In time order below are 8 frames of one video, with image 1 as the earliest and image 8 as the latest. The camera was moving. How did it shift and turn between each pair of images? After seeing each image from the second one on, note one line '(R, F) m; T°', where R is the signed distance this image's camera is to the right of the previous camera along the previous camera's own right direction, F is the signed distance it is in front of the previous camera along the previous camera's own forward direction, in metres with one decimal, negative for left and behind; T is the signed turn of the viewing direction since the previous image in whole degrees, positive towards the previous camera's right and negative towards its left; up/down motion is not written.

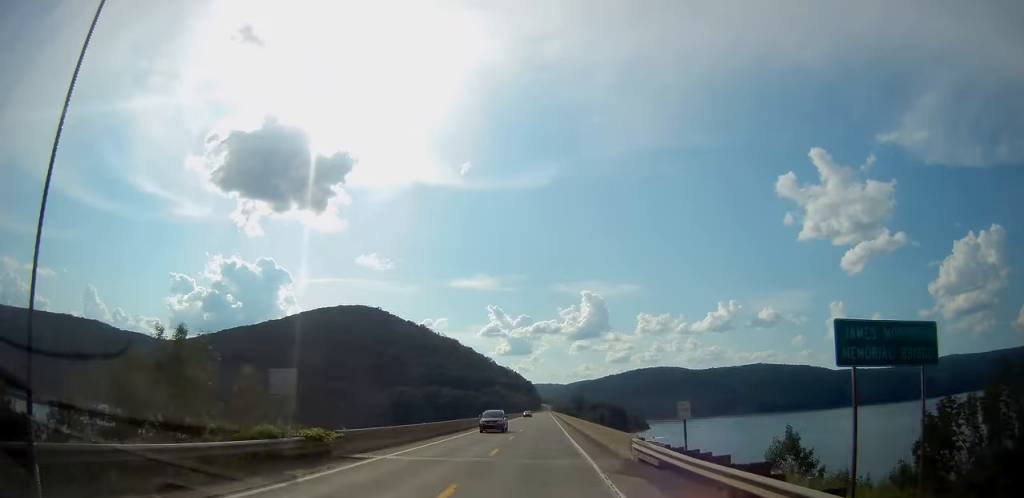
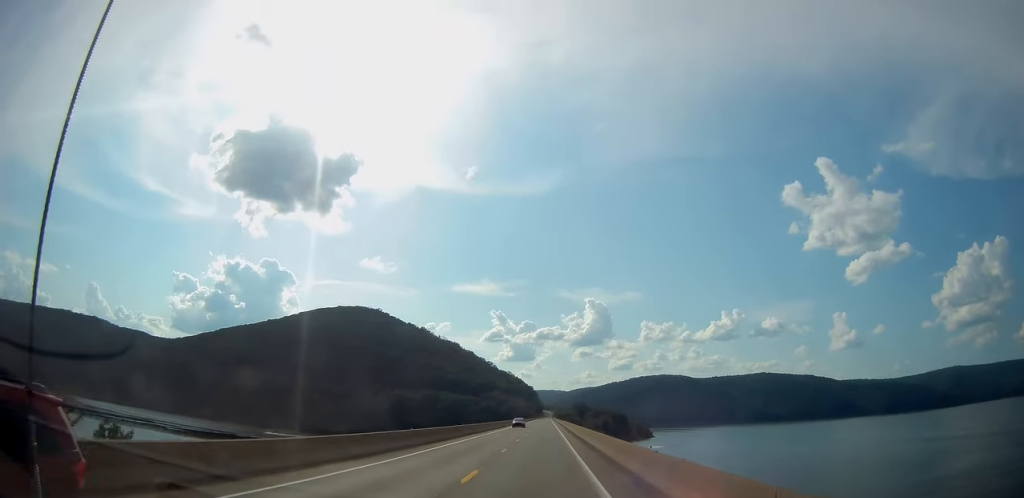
(+0.1, +18.7) m; +1°
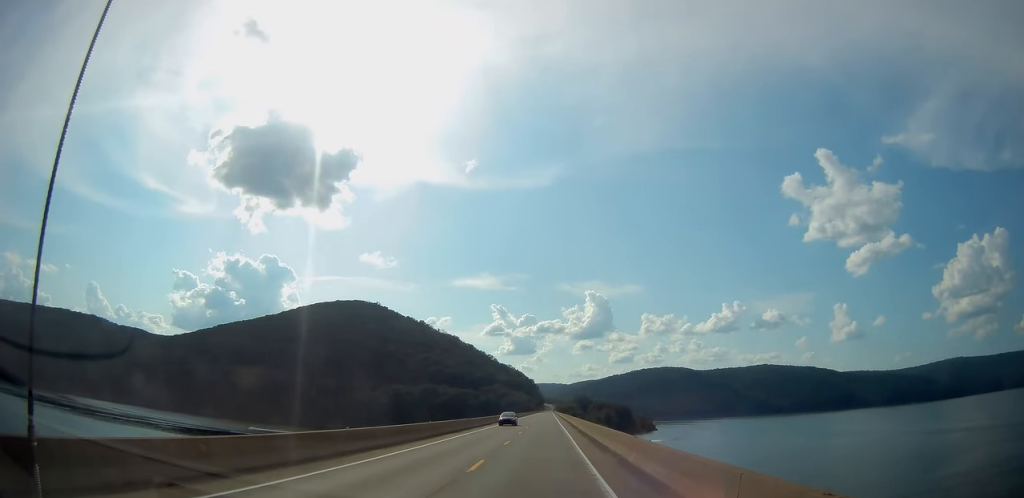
(+0.2, +10.7) m; 0°
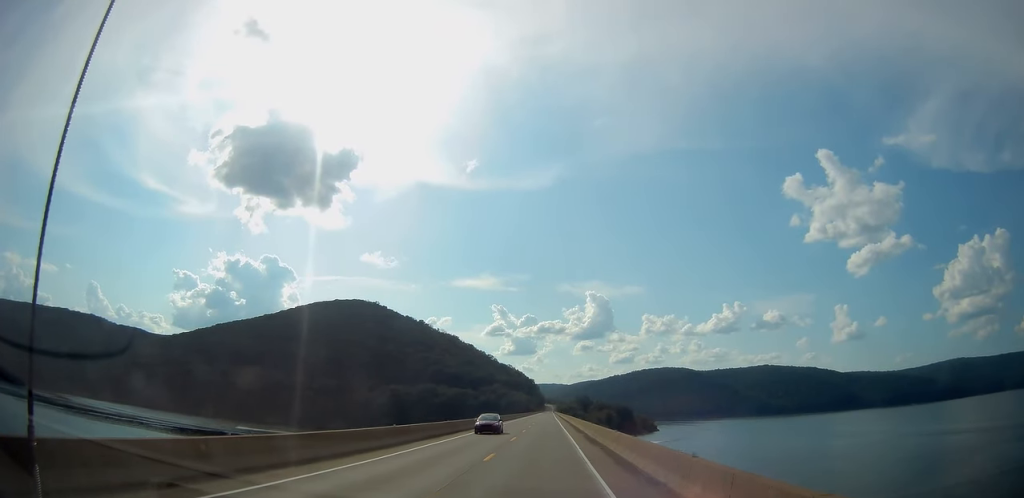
(+0.2, +8.7) m; 0°
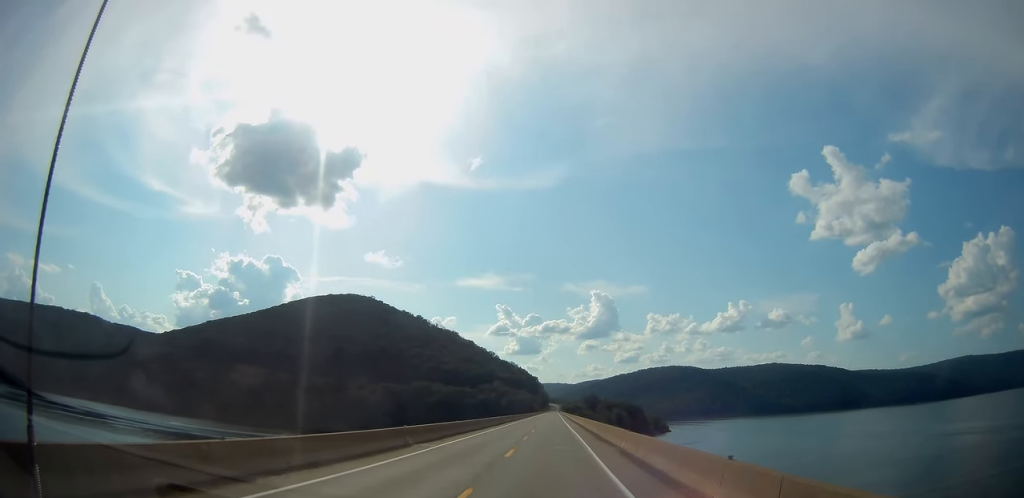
(-0.9, +46.8) m; -1°
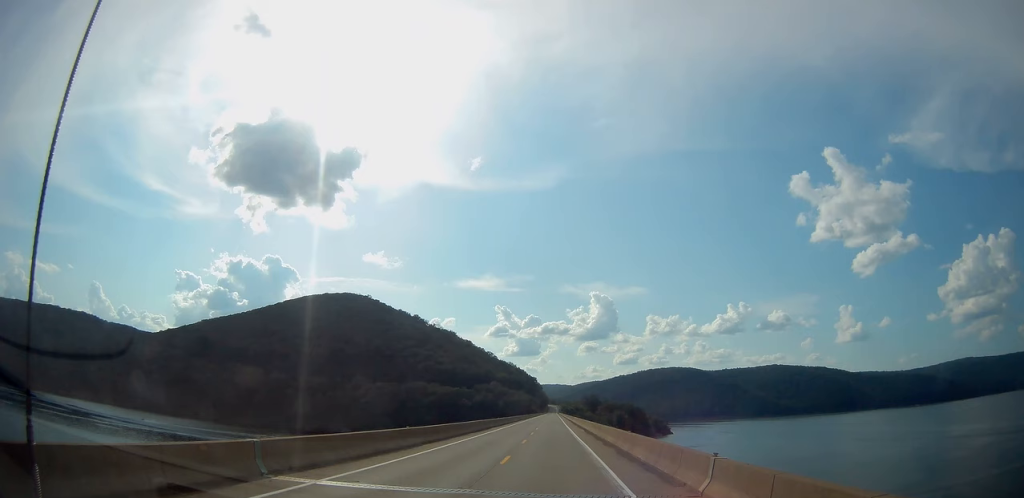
(+0.1, +14.7) m; 0°
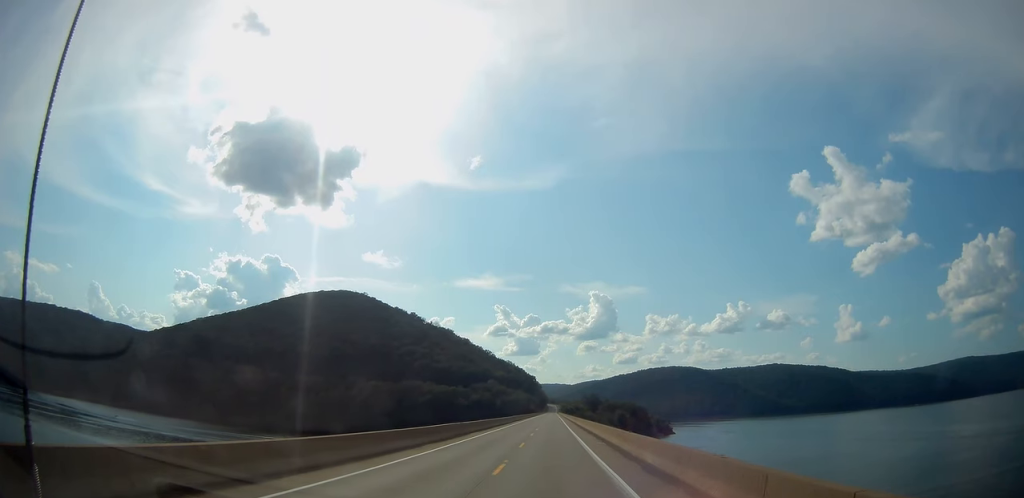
(0.0, +15.4) m; 0°
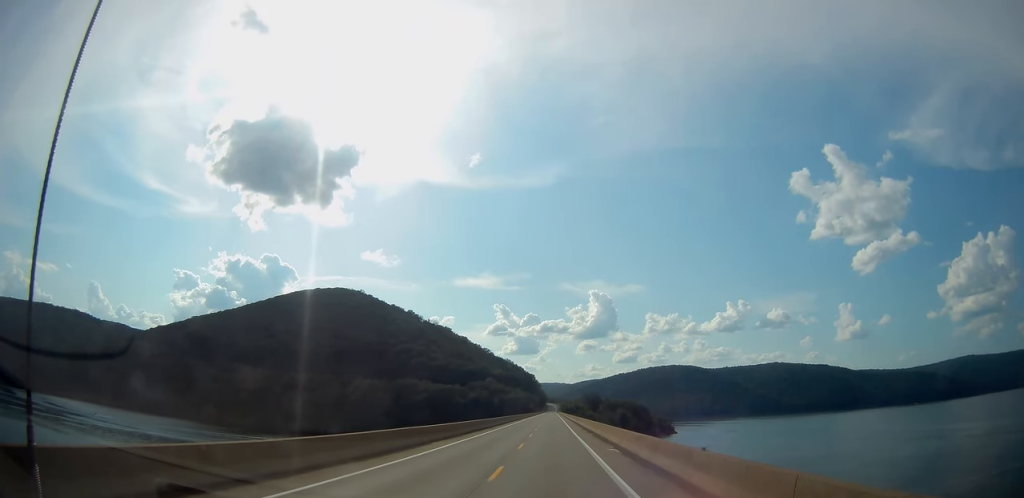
(0.0, +13.3) m; 0°
